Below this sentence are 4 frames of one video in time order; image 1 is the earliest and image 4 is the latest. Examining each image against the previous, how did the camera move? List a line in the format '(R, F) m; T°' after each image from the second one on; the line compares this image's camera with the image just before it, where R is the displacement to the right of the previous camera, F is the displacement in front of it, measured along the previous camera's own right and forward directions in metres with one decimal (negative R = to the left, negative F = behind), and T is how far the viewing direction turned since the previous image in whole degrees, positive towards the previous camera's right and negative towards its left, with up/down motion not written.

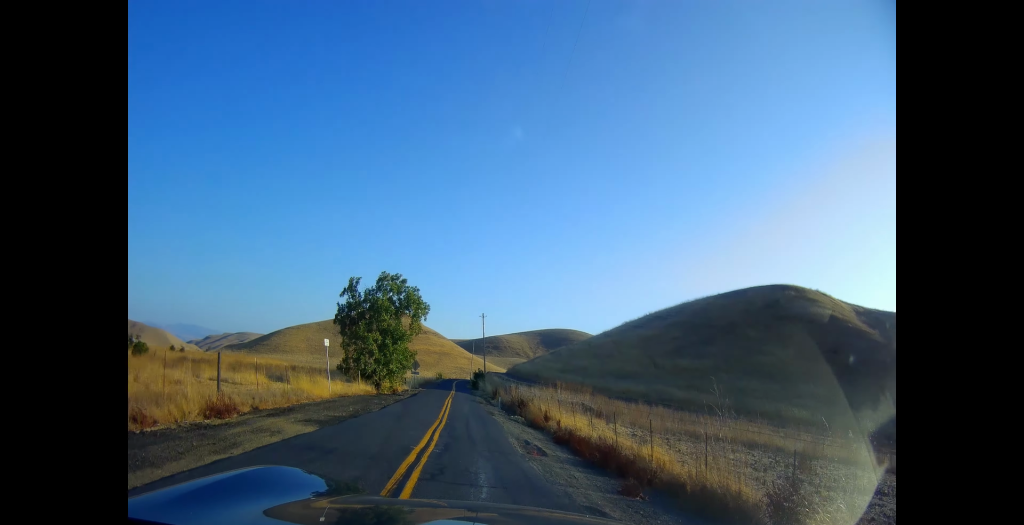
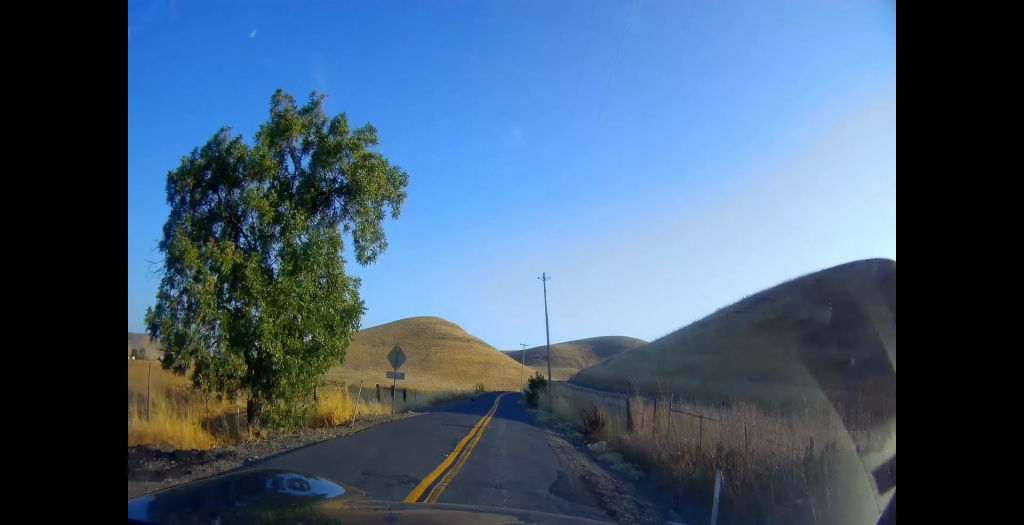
(-3.4, +26.9) m; -10°
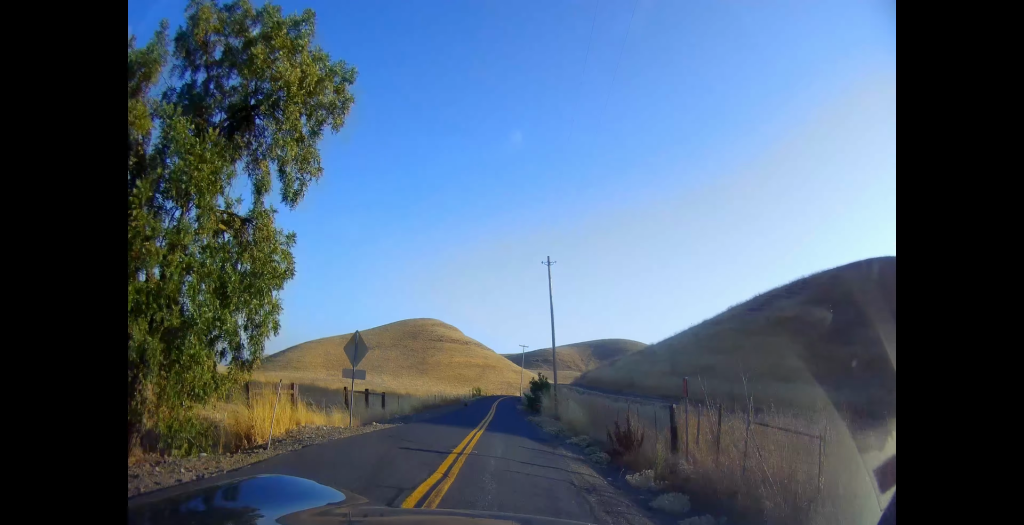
(+0.2, +5.2) m; +2°
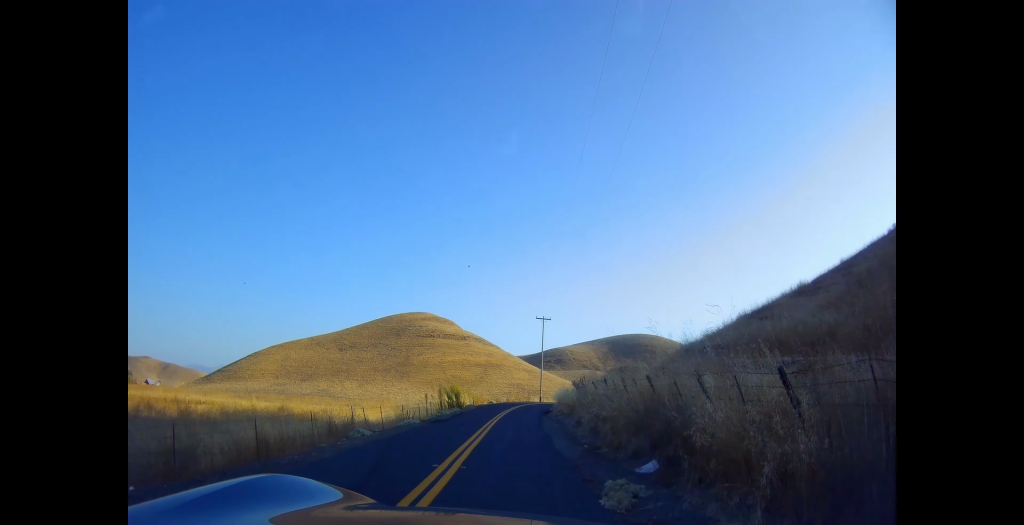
(+0.7, +39.3) m; +1°
